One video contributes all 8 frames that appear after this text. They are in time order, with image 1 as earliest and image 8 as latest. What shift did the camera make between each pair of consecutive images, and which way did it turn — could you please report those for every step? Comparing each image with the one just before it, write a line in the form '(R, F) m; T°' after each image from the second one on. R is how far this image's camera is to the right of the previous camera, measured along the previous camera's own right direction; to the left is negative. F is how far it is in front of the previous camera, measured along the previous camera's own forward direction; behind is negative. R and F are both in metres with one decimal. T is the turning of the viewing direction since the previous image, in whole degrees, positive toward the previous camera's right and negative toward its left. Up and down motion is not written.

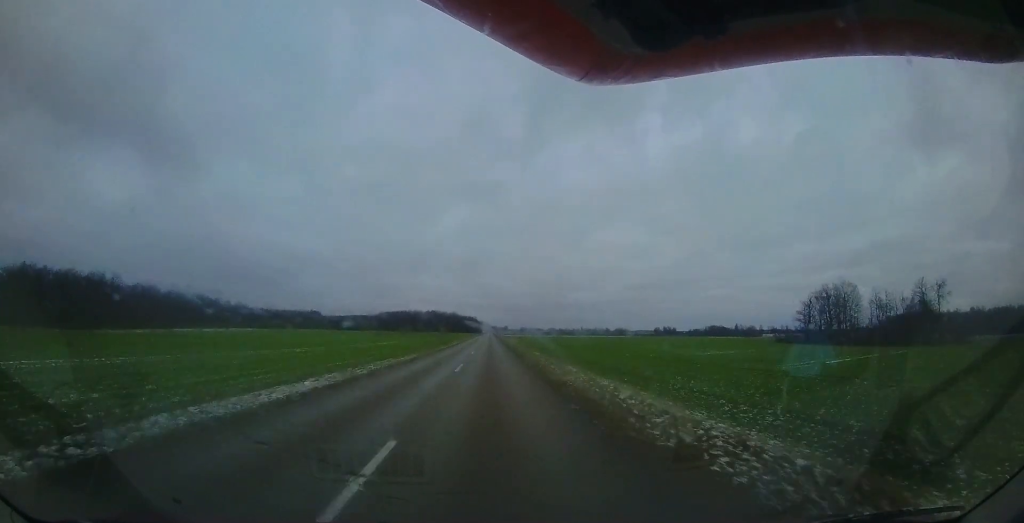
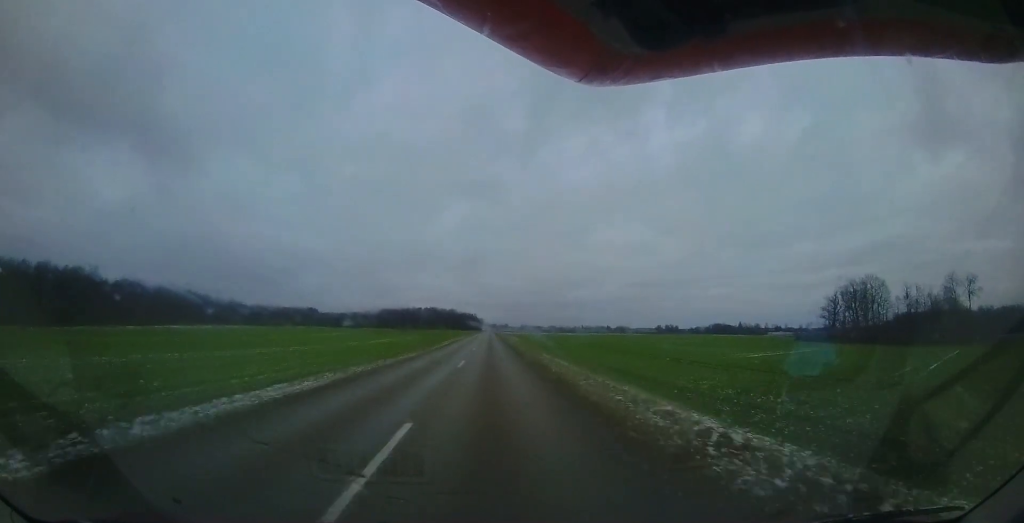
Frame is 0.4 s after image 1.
(-0.2, +11.2) m; 0°
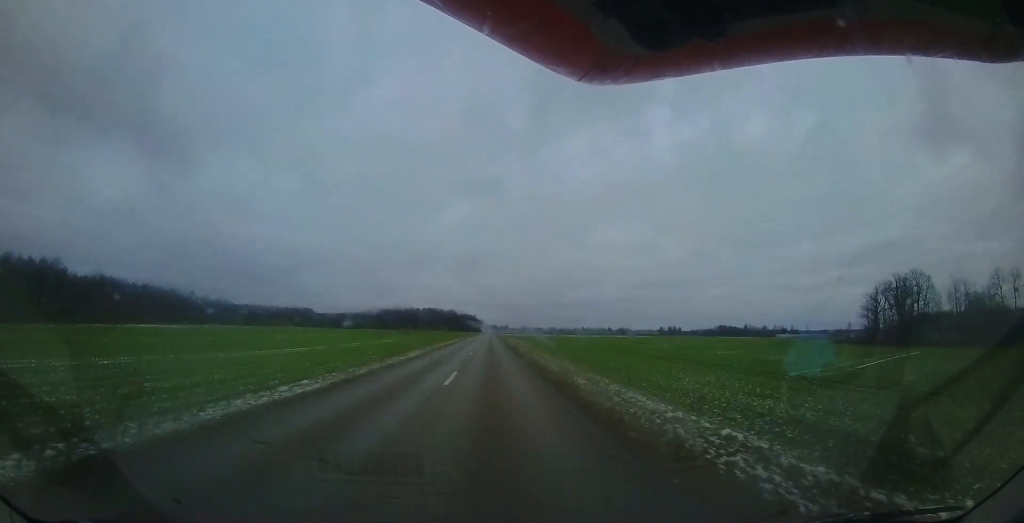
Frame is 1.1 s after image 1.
(+0.5, +16.3) m; +1°
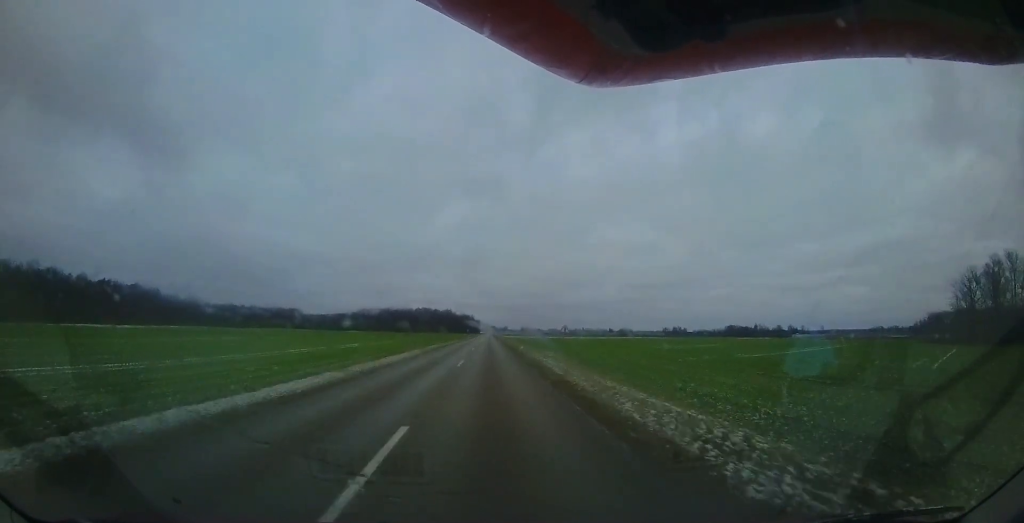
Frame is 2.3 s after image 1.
(-0.1, +31.4) m; -1°
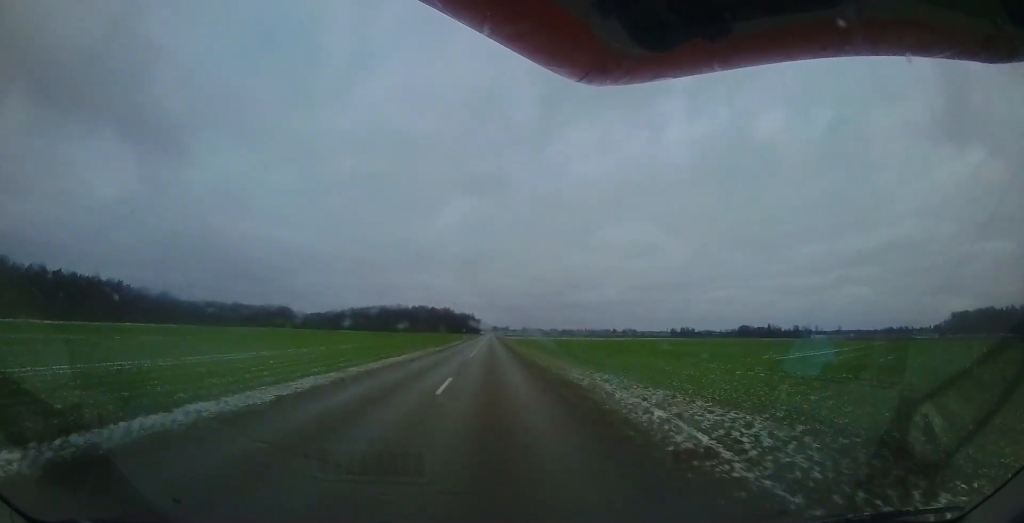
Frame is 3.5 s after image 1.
(-0.1, +29.9) m; 0°
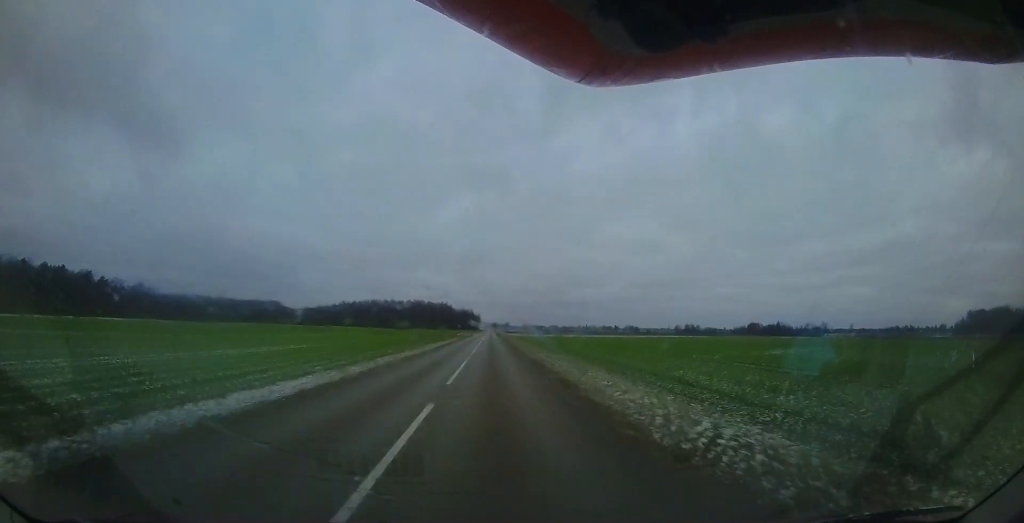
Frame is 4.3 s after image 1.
(-0.1, +22.4) m; 0°
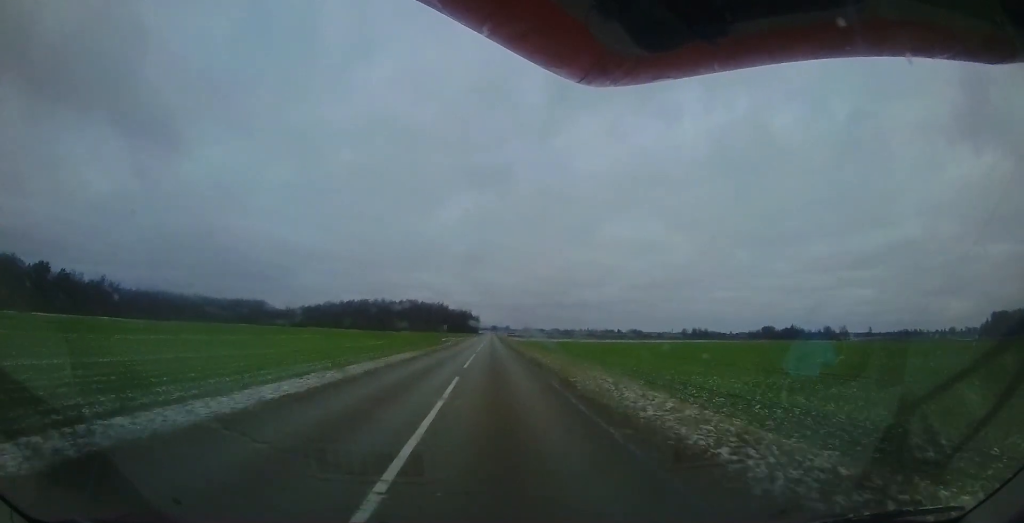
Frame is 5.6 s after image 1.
(+0.1, +31.6) m; +1°
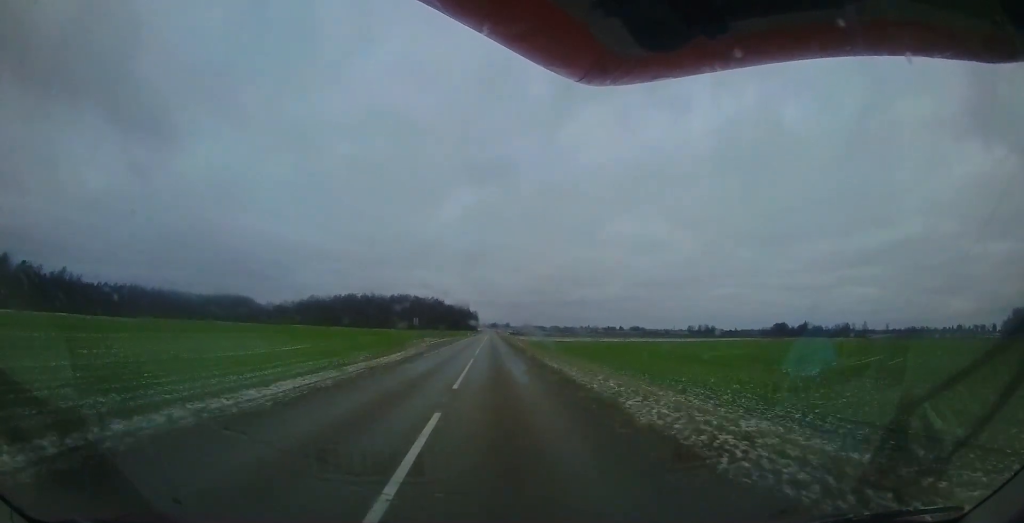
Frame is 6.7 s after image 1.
(+0.3, +28.9) m; +1°
